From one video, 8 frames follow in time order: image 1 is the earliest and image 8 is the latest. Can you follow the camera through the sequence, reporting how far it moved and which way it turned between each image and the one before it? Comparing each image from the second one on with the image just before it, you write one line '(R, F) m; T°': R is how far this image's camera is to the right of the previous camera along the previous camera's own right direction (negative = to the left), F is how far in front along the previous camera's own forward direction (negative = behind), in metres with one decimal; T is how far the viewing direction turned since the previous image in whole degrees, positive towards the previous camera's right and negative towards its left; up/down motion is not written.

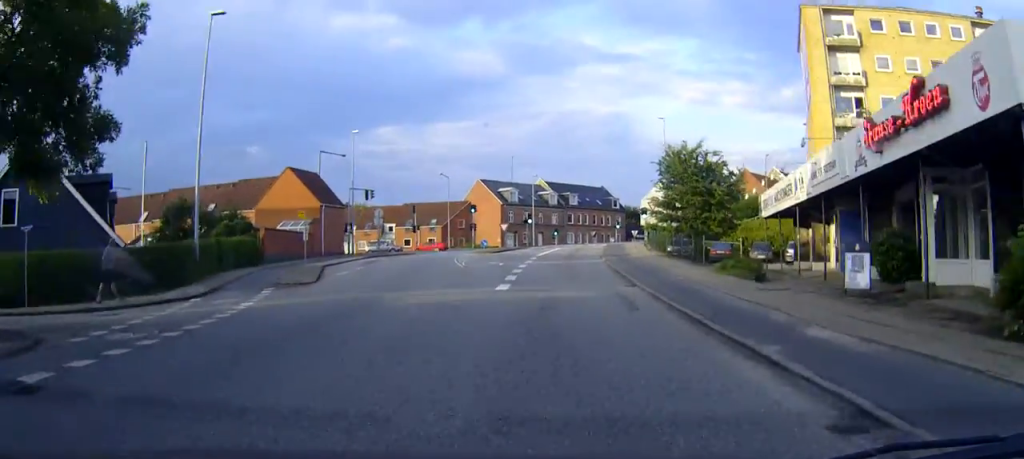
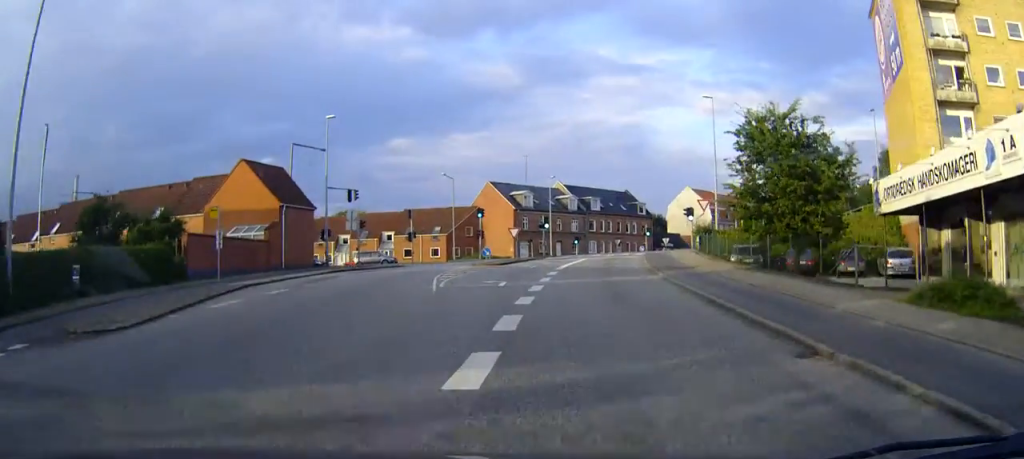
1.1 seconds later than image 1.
(-0.1, +12.6) m; -2°
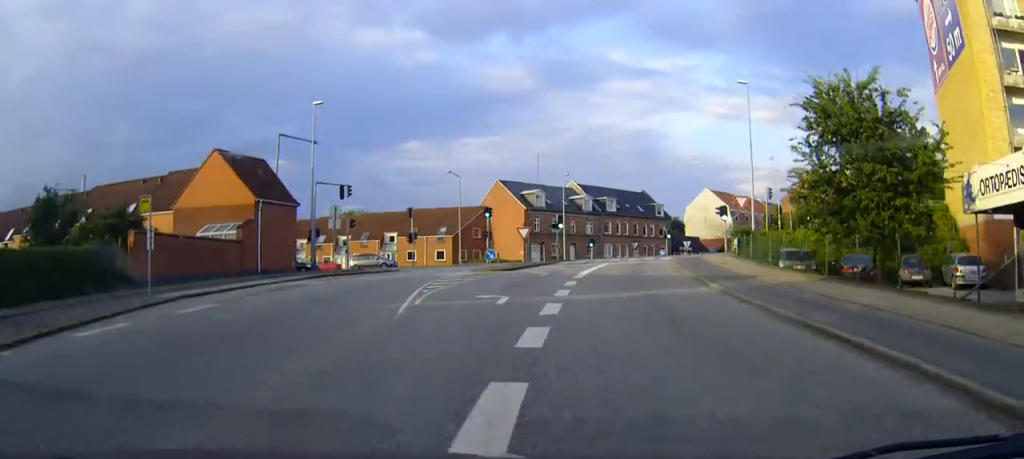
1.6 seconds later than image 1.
(-0.1, +5.9) m; 0°
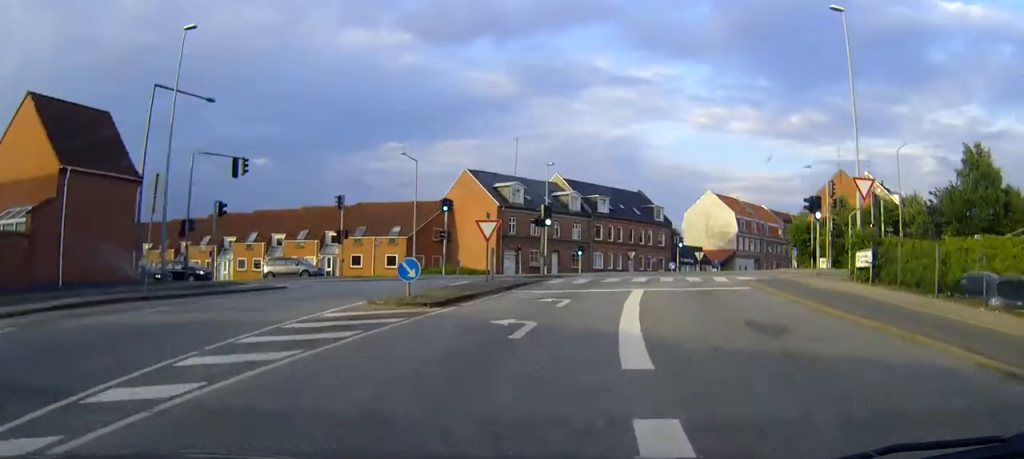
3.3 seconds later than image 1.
(0.0, +17.3) m; +1°
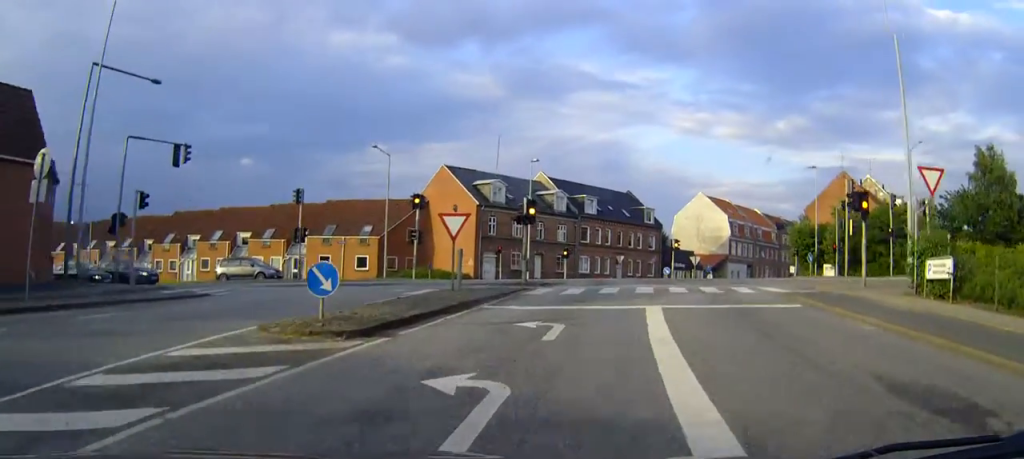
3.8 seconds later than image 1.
(0.0, +5.2) m; +1°
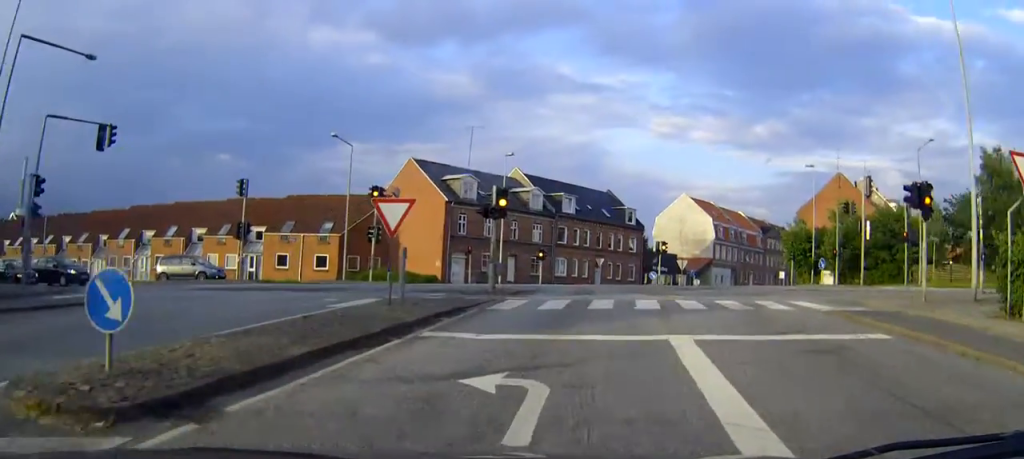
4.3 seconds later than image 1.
(0.0, +5.2) m; +1°
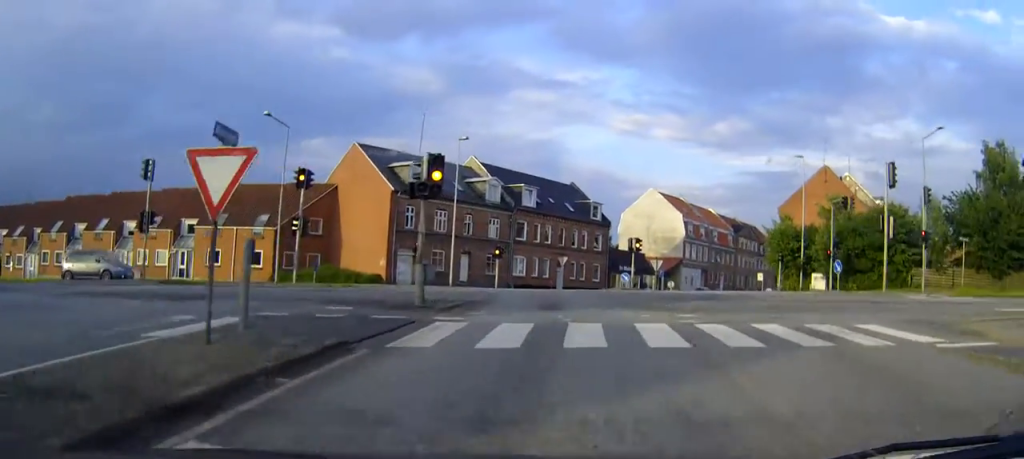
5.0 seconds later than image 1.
(+0.2, +6.4) m; +3°
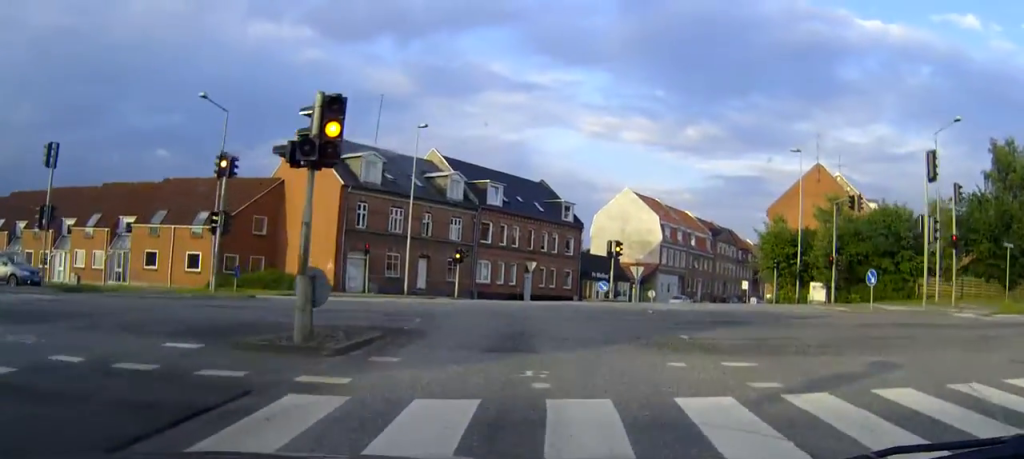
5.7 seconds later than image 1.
(+0.1, +5.8) m; +2°
